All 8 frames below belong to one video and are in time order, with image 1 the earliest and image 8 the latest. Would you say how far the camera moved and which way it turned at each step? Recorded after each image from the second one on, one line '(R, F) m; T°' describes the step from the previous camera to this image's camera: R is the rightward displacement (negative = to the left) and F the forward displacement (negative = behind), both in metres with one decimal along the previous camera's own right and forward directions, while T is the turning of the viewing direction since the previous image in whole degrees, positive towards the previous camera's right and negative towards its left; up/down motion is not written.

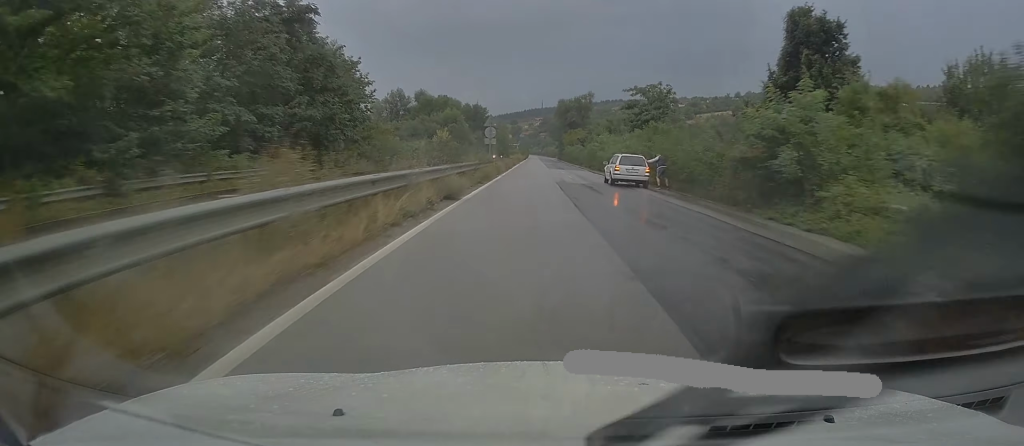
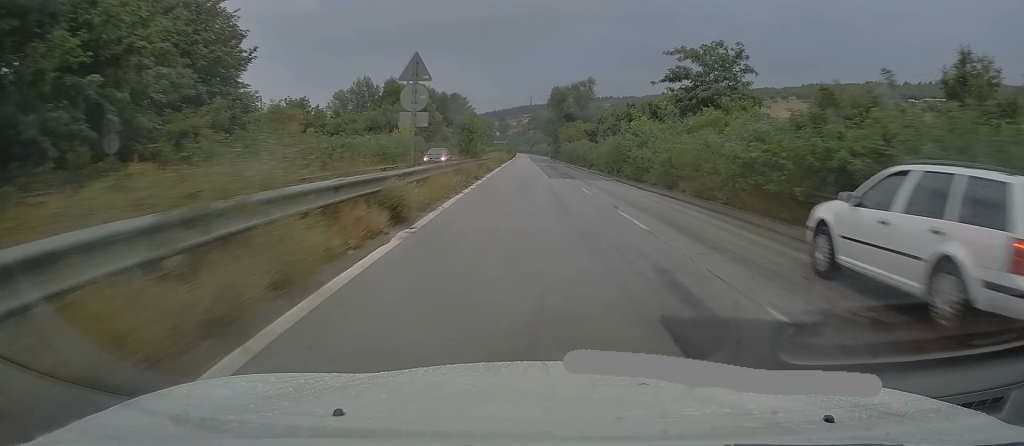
(+0.1, +24.8) m; +1°
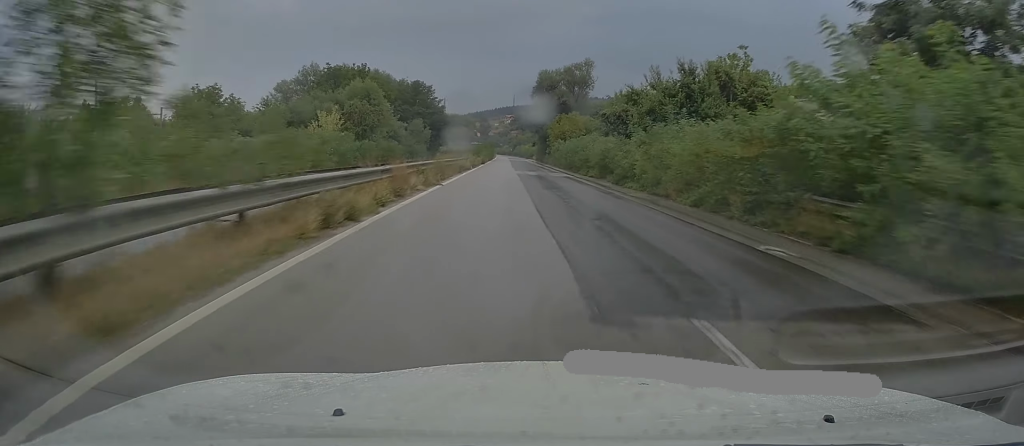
(+0.1, +26.9) m; +1°
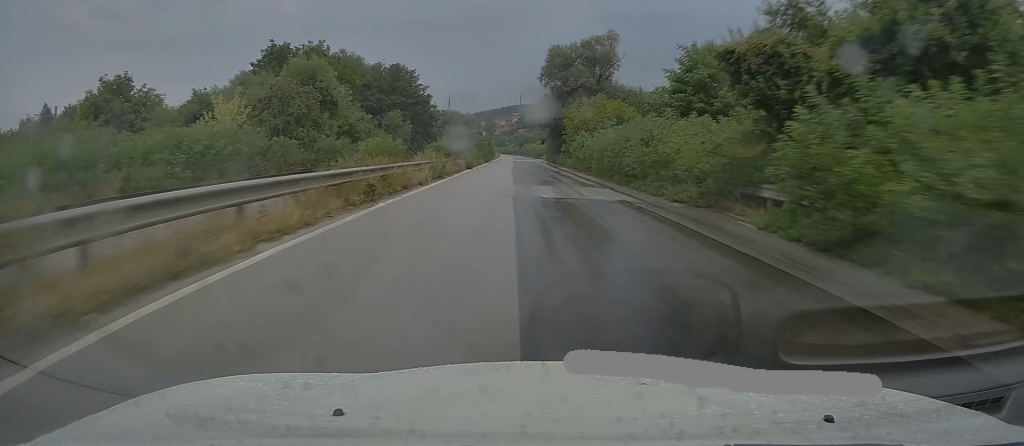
(+0.3, +21.4) m; +1°
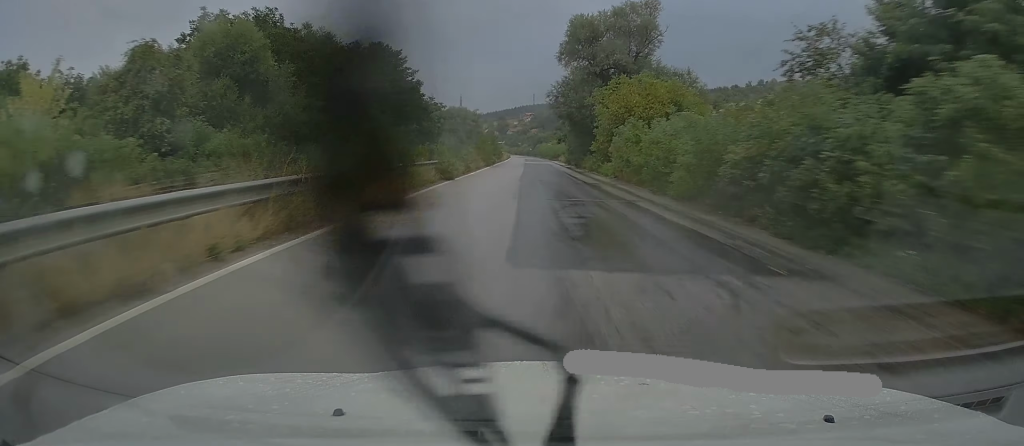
(+0.1, +17.6) m; 0°
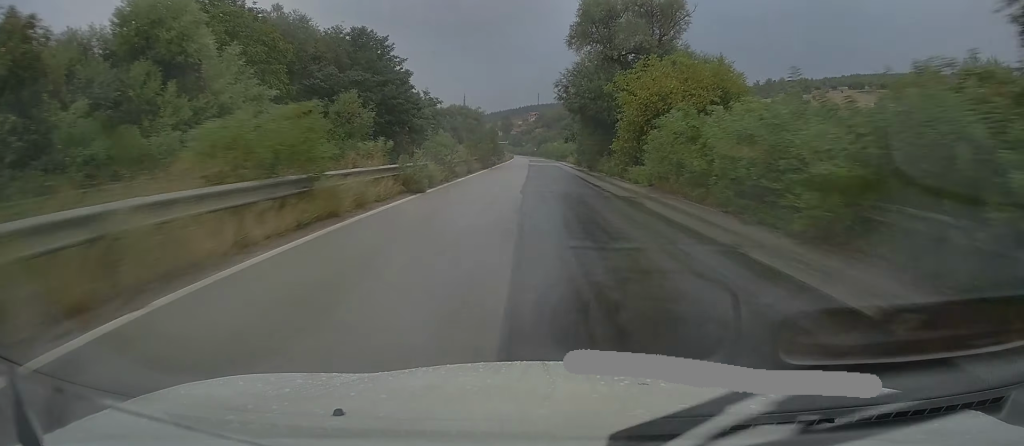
(0.0, +8.8) m; 0°
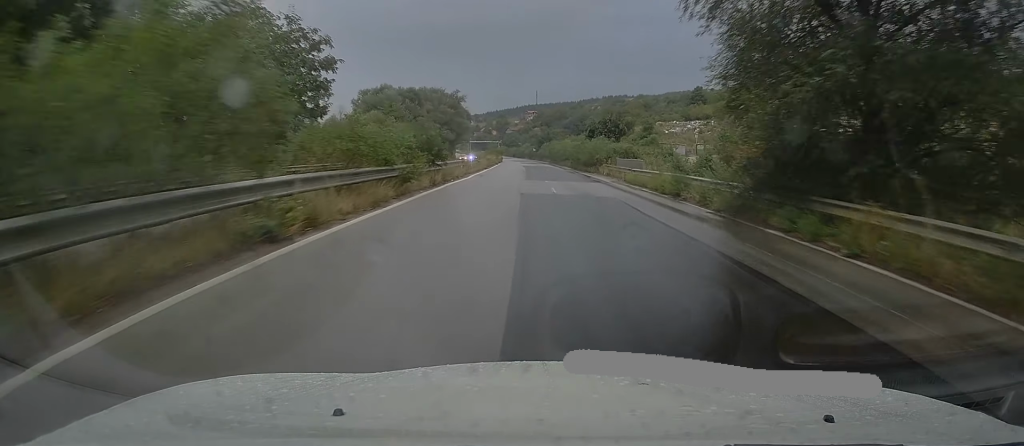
(-1.5, +49.0) m; -2°
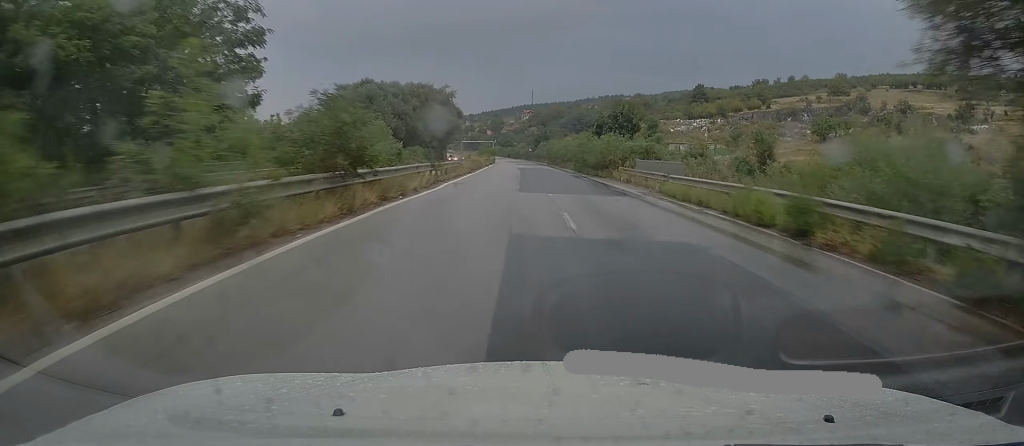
(-0.1, +10.2) m; +1°
